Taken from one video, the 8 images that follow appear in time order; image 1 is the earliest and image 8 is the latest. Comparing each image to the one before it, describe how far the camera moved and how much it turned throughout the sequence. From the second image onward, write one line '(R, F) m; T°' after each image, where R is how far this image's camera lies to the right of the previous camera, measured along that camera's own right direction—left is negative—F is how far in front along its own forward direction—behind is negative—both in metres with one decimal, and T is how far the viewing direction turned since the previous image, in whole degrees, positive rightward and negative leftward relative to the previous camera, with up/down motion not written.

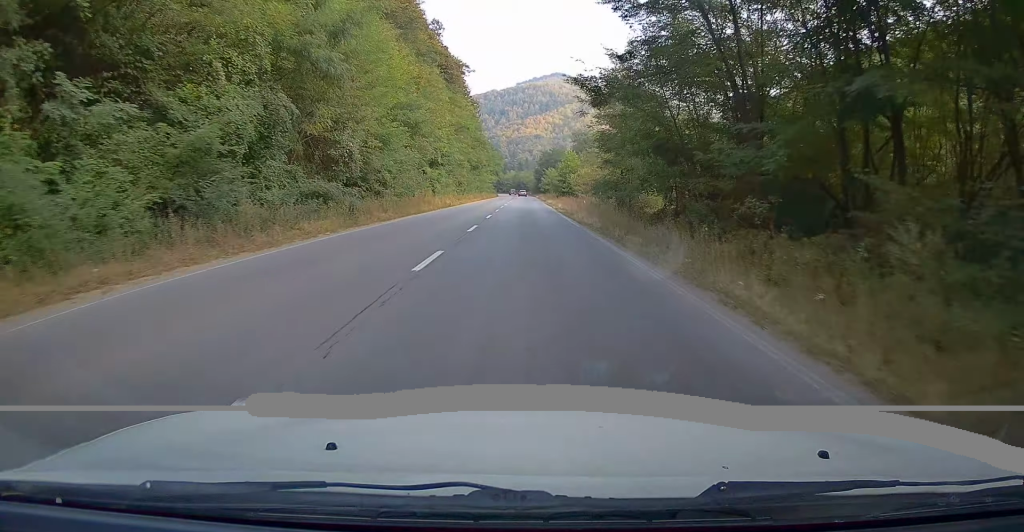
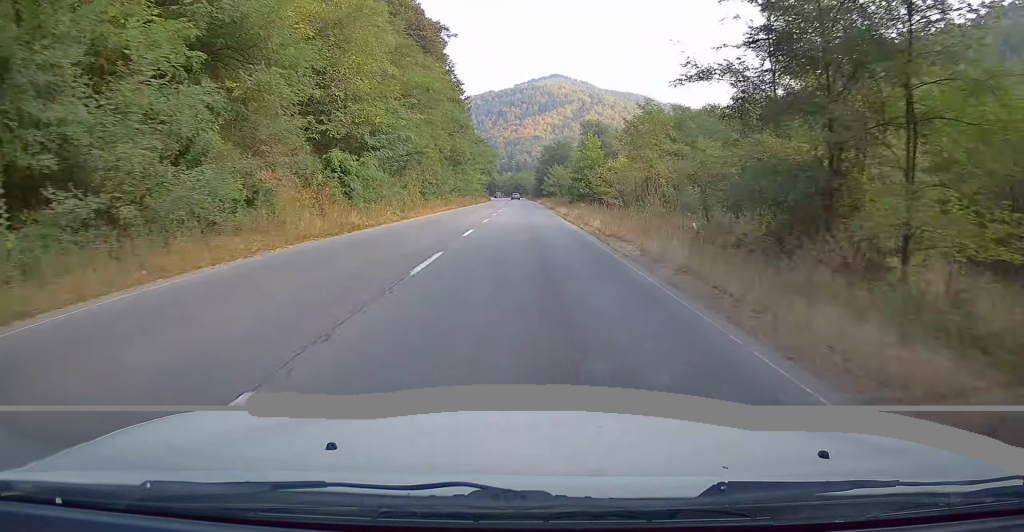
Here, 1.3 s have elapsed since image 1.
(-0.1, +27.4) m; 0°
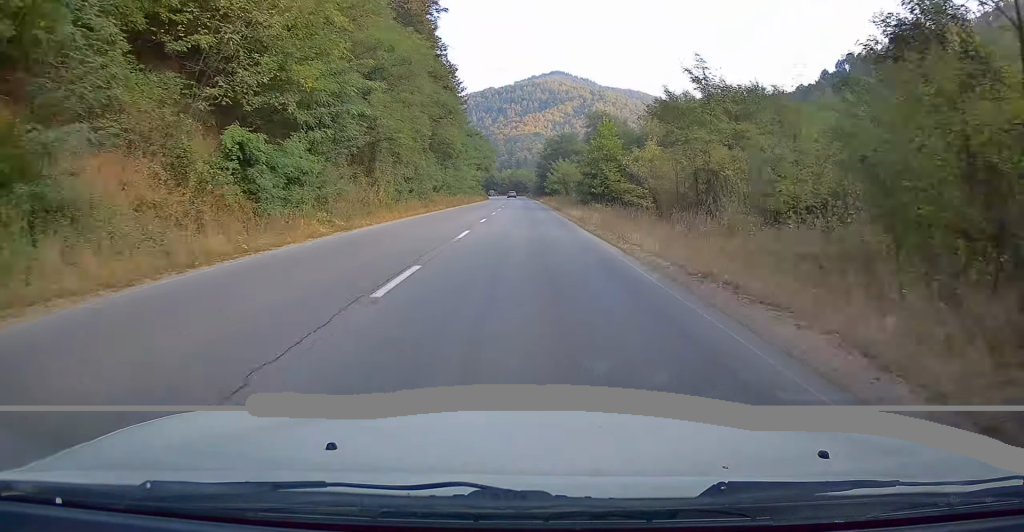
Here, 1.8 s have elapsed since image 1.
(0.0, +10.8) m; 0°
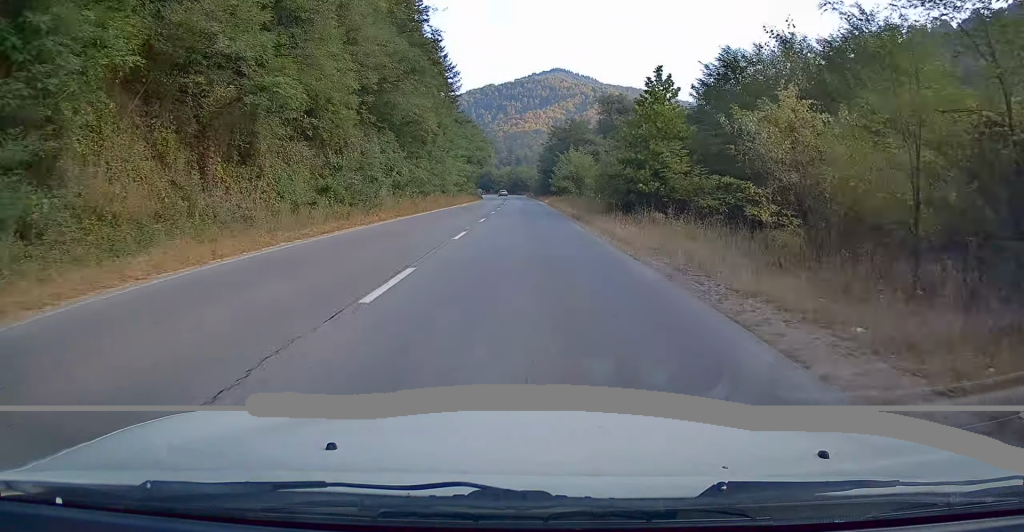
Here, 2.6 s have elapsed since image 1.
(+0.1, +18.6) m; 0°
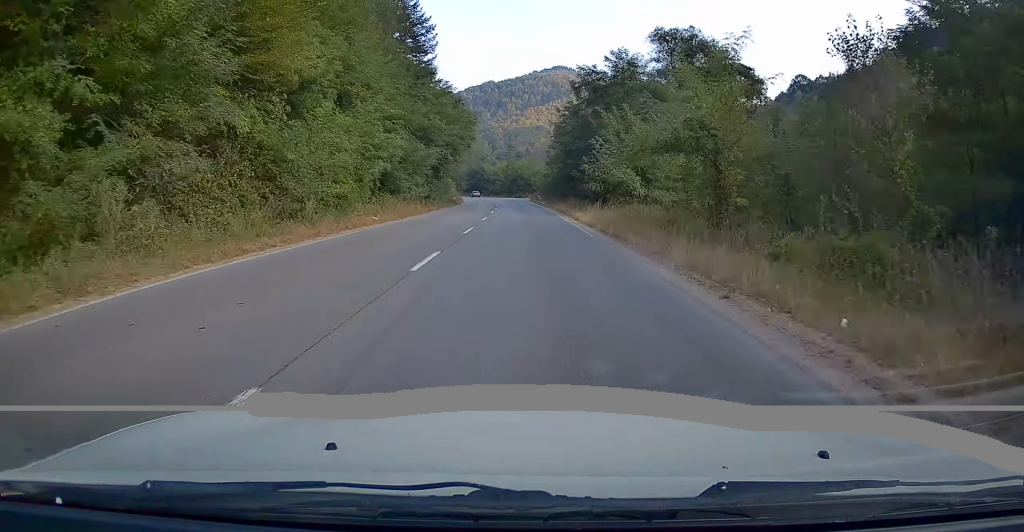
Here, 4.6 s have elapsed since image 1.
(+0.1, +41.6) m; 0°
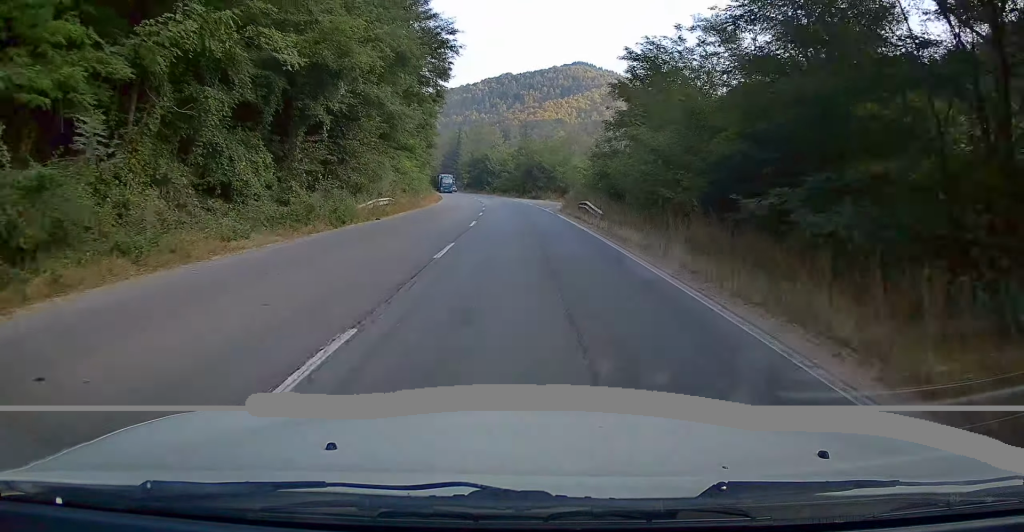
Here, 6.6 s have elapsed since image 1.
(-0.5, +43.7) m; 0°
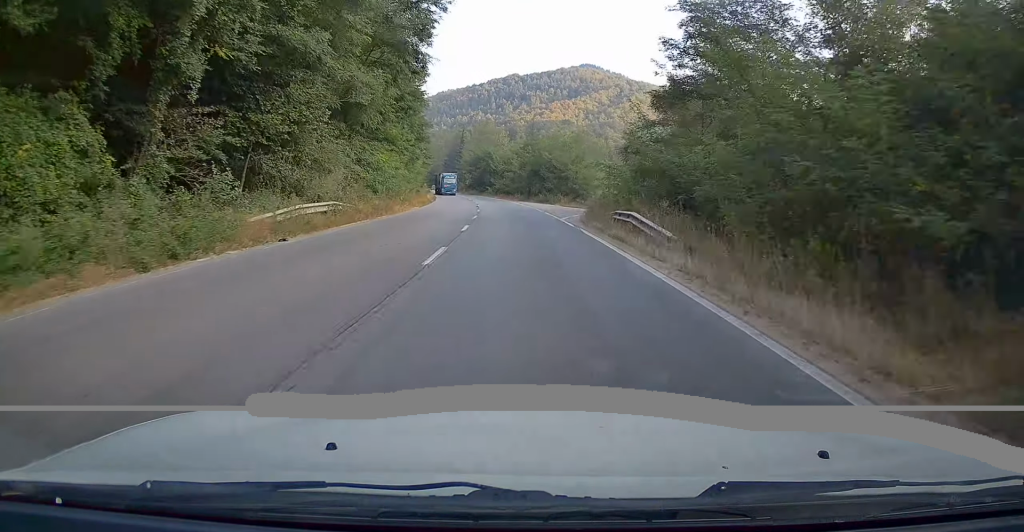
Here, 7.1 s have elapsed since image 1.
(+0.1, +10.8) m; 0°
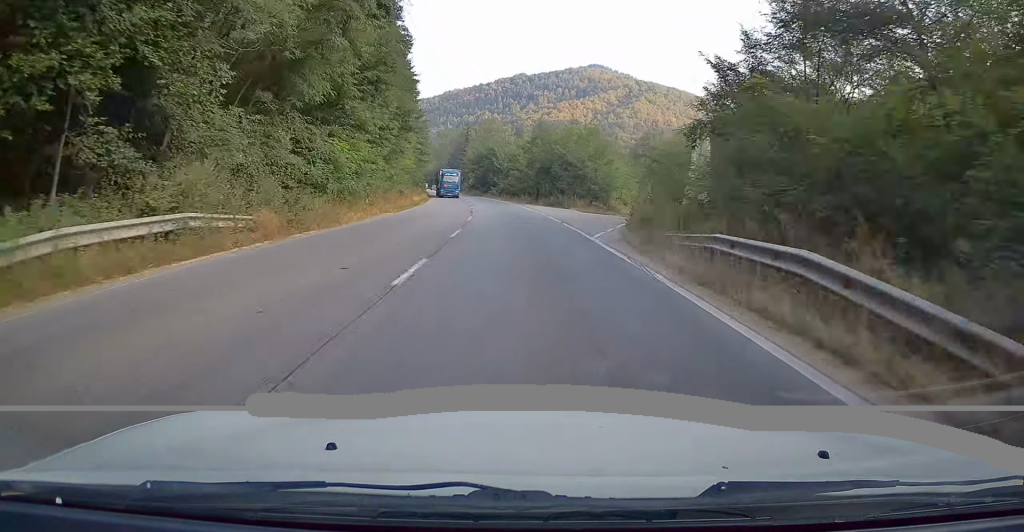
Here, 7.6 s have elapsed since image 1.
(+0.2, +10.8) m; 0°
